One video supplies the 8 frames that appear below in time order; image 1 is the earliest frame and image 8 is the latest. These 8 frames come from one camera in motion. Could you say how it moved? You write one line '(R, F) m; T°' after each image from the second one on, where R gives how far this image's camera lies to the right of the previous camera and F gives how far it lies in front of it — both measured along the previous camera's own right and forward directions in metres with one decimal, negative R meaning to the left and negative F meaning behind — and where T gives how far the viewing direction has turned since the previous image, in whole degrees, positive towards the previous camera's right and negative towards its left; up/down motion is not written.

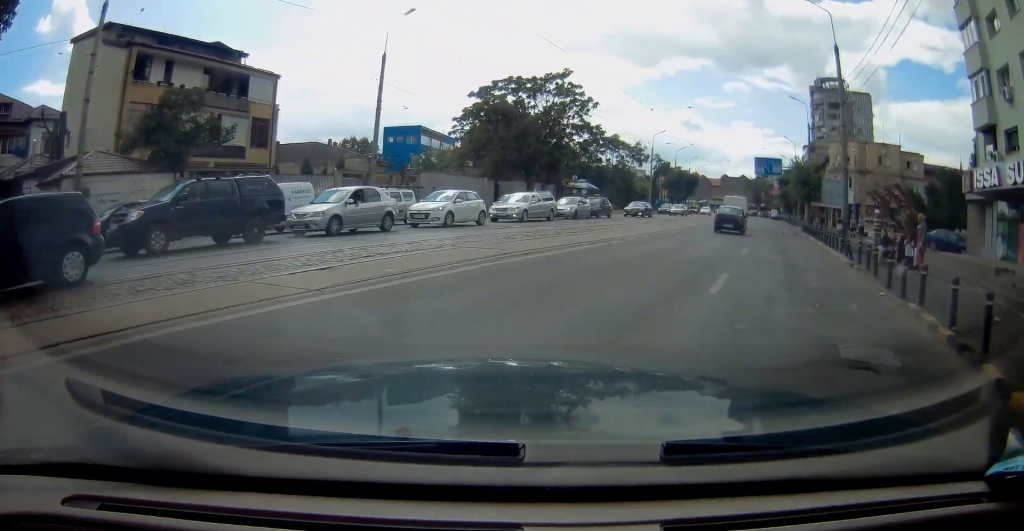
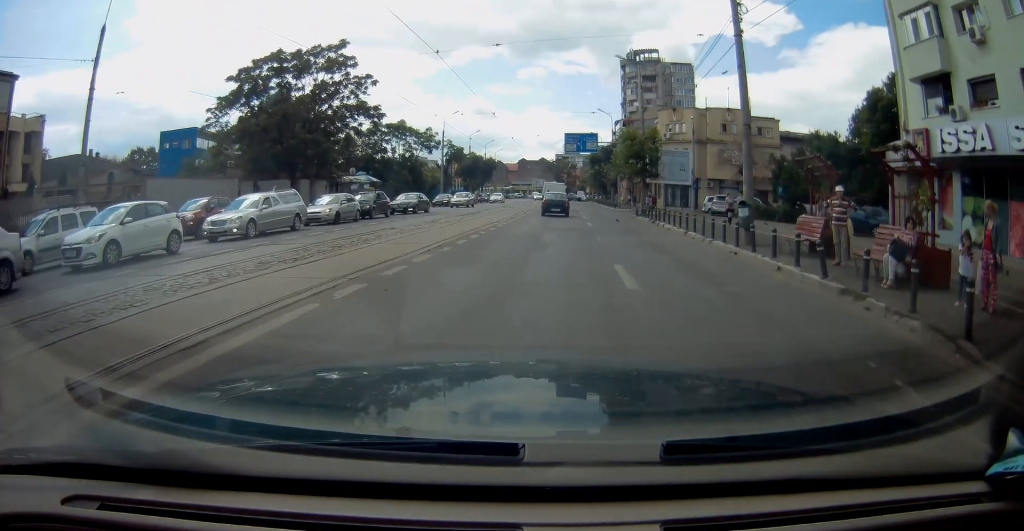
(+1.2, +8.5) m; +16°
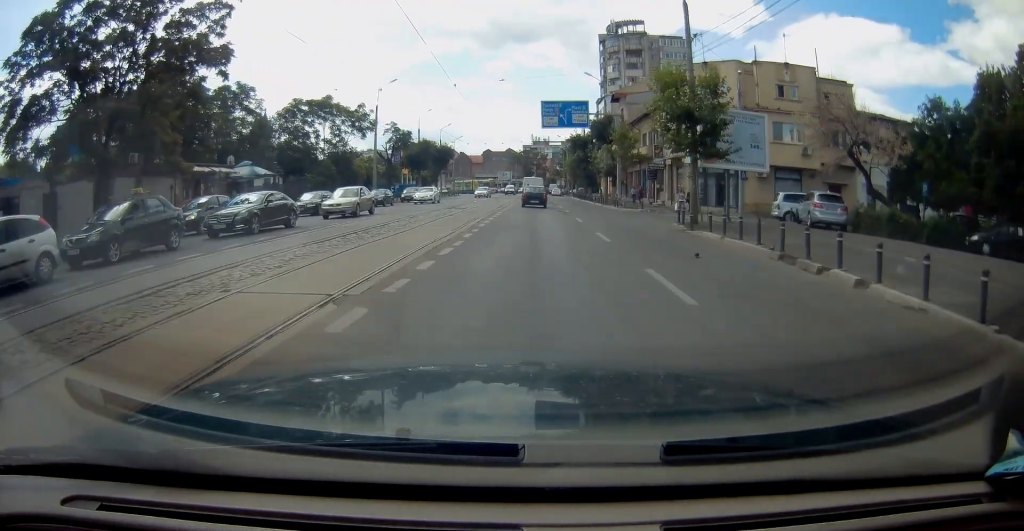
(+2.5, +18.0) m; +9°
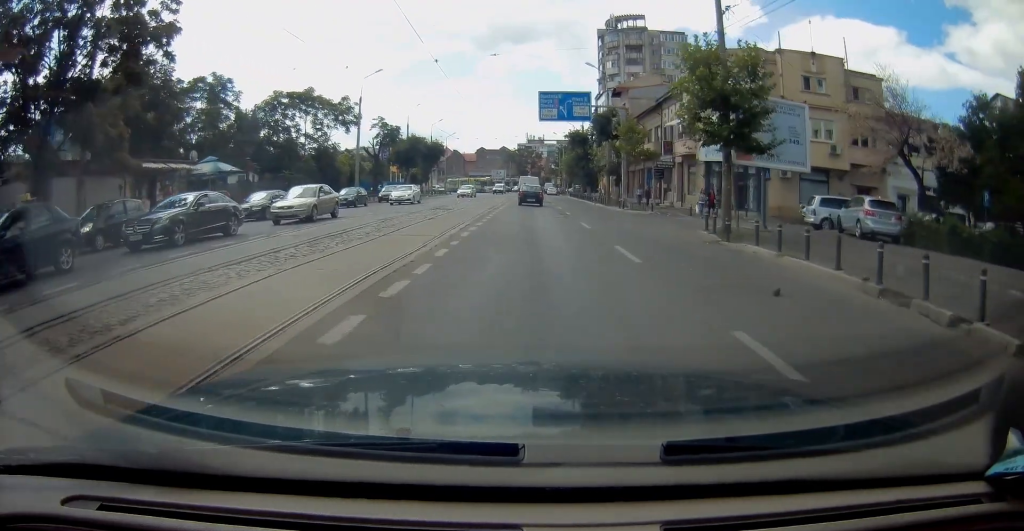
(0.0, +4.4) m; 0°
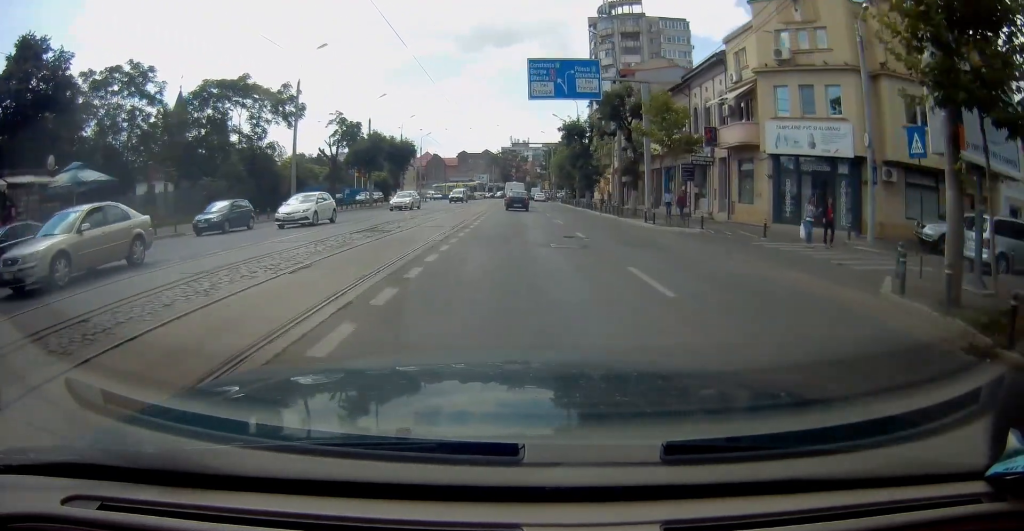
(+0.1, +12.4) m; +3°
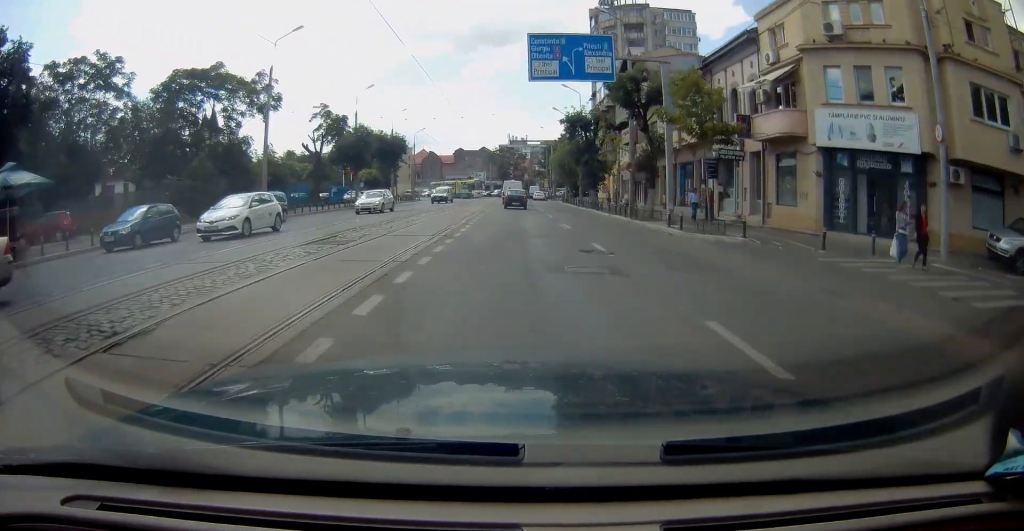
(+0.1, +4.7) m; +1°
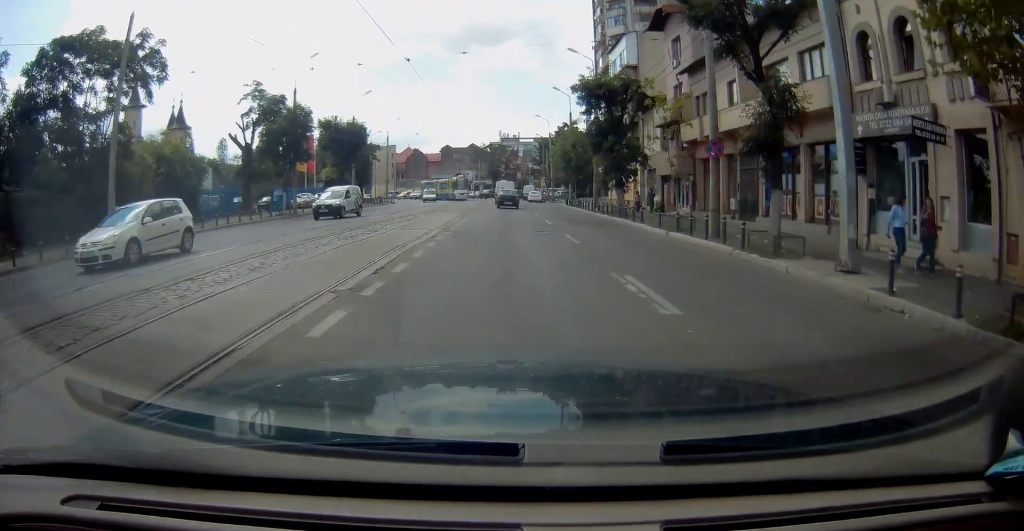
(+0.3, +15.0) m; 0°
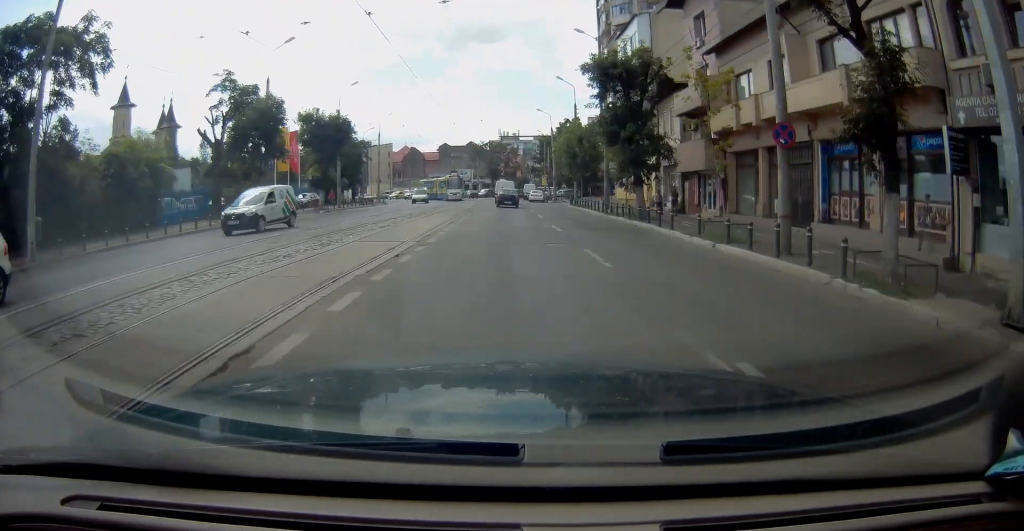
(-0.1, +5.1) m; 0°
